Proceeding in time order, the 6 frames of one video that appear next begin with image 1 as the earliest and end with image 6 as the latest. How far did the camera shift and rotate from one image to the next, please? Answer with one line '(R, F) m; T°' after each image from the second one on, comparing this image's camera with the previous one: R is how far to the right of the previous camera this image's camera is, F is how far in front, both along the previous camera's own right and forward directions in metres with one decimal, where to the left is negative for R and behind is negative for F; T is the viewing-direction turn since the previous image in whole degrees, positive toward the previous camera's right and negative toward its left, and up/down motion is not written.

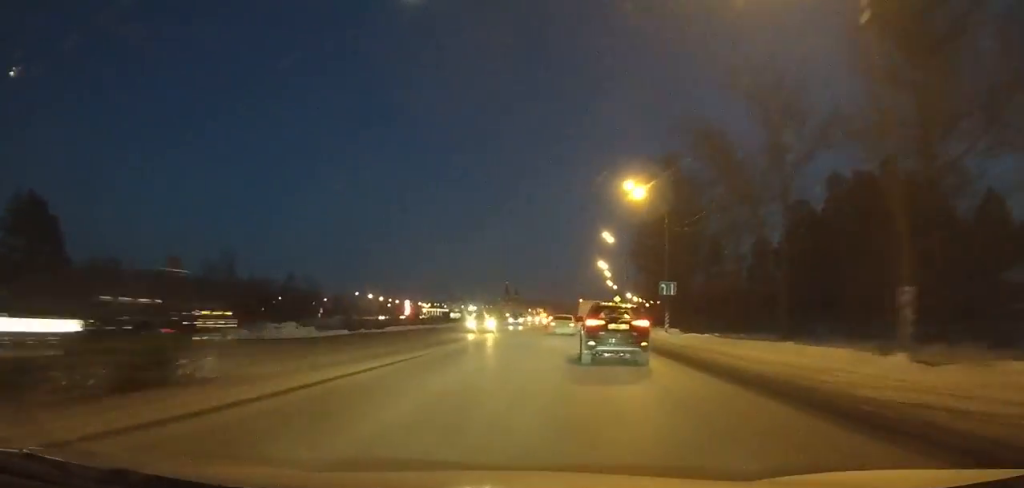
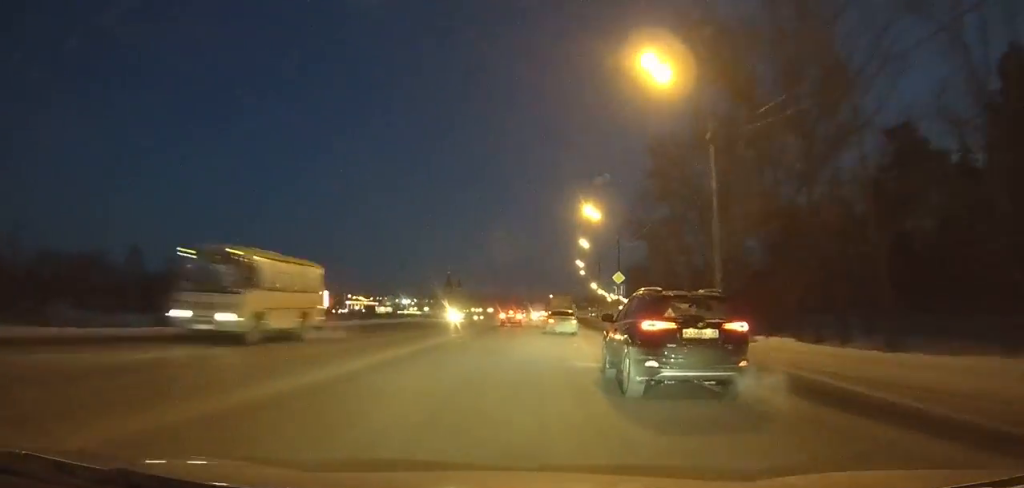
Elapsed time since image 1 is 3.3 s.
(+1.4, +47.2) m; +3°
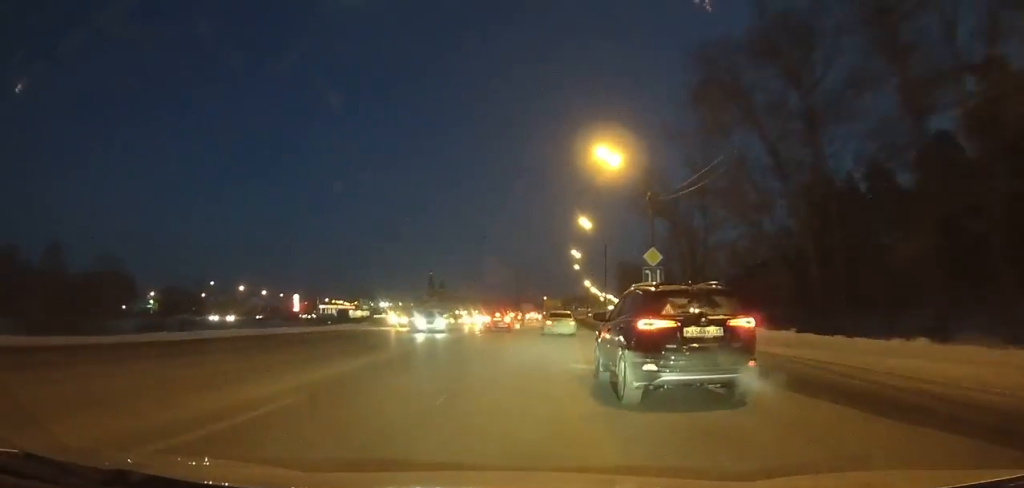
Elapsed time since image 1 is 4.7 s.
(+0.2, +20.2) m; +1°
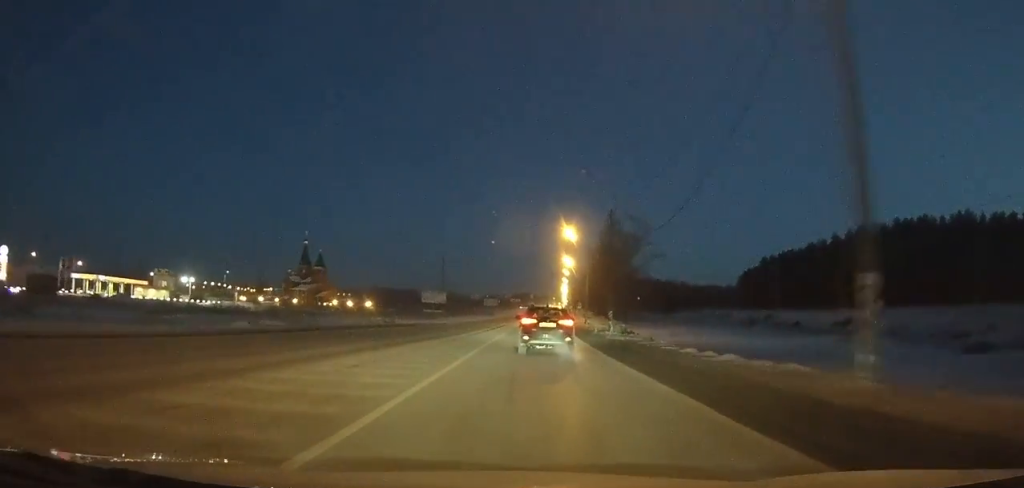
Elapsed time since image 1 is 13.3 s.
(+7.1, +131.4) m; +6°
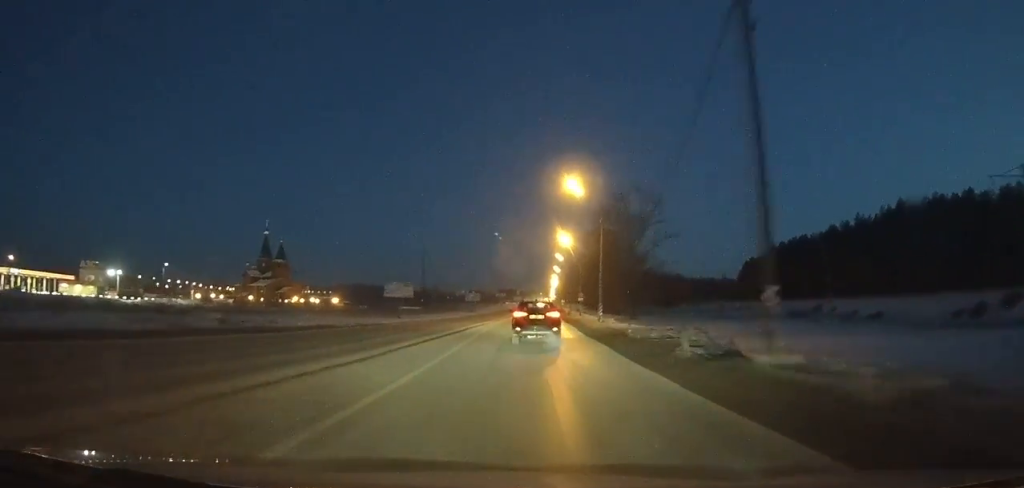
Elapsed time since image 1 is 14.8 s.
(+0.2, +26.2) m; +1°
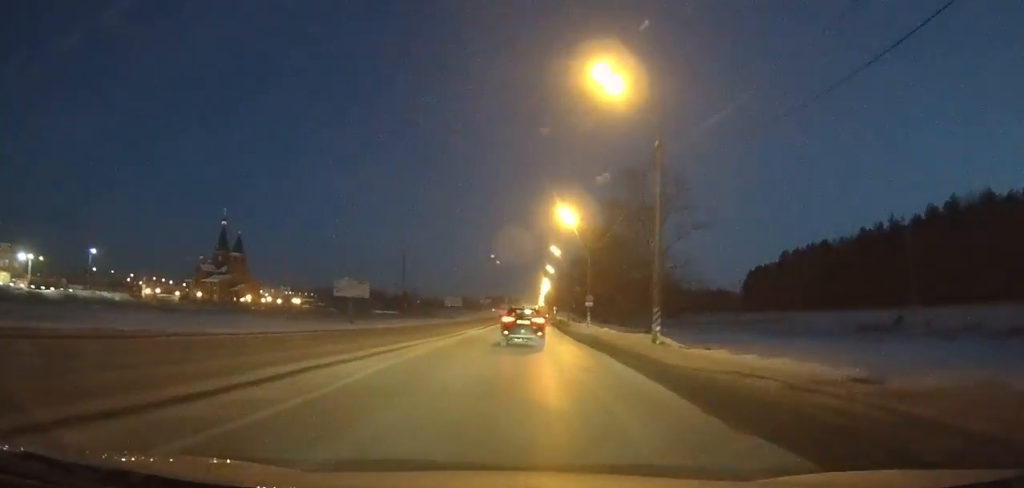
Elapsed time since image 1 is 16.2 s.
(+0.1, +25.1) m; 0°
